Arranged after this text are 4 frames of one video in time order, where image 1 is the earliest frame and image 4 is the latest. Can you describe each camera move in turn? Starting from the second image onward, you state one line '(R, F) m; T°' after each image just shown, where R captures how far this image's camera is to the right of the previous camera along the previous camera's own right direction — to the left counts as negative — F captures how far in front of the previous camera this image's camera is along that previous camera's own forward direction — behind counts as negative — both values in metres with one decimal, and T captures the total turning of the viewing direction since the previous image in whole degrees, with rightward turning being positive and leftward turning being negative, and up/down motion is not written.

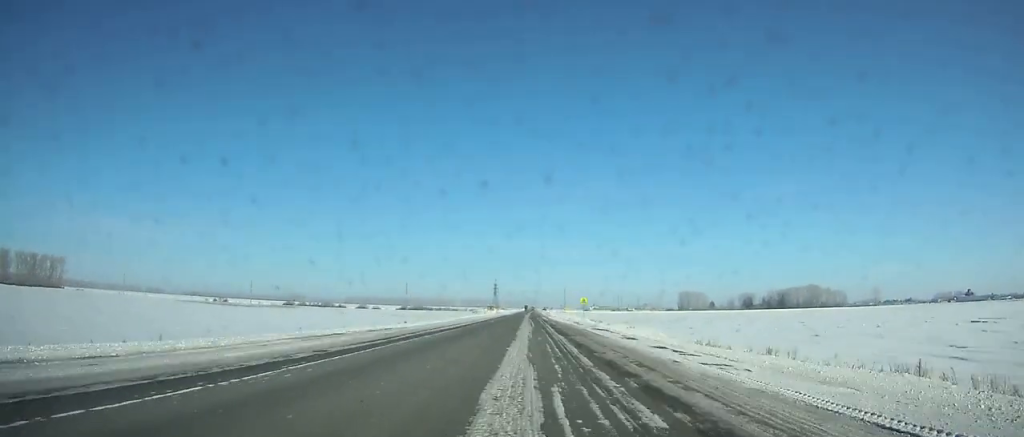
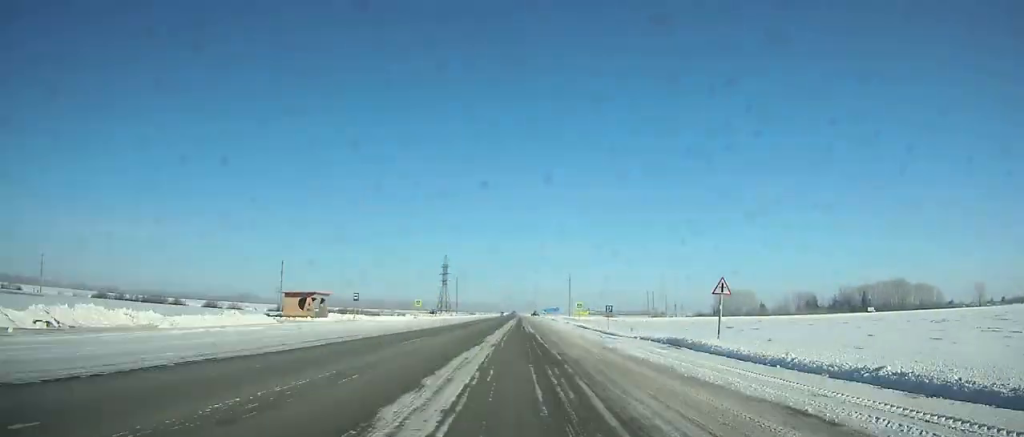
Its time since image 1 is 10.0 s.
(+0.6, +221.3) m; +1°
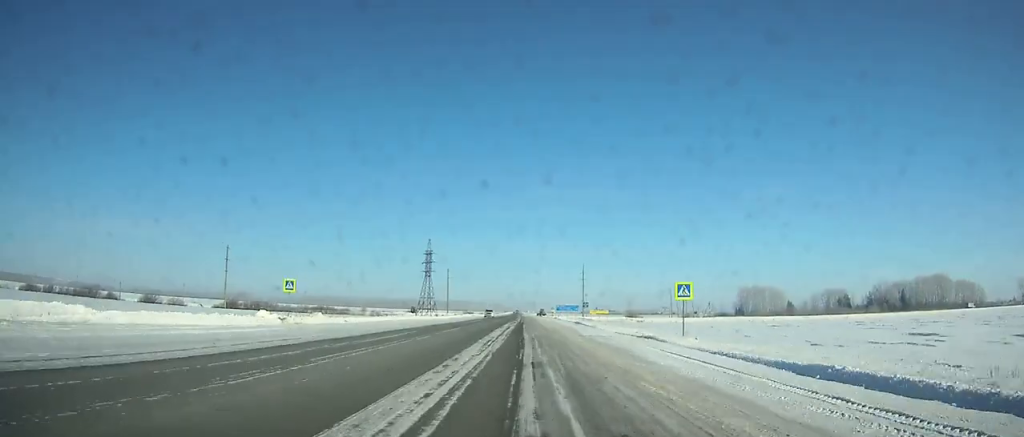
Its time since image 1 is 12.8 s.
(+0.3, +53.1) m; 0°
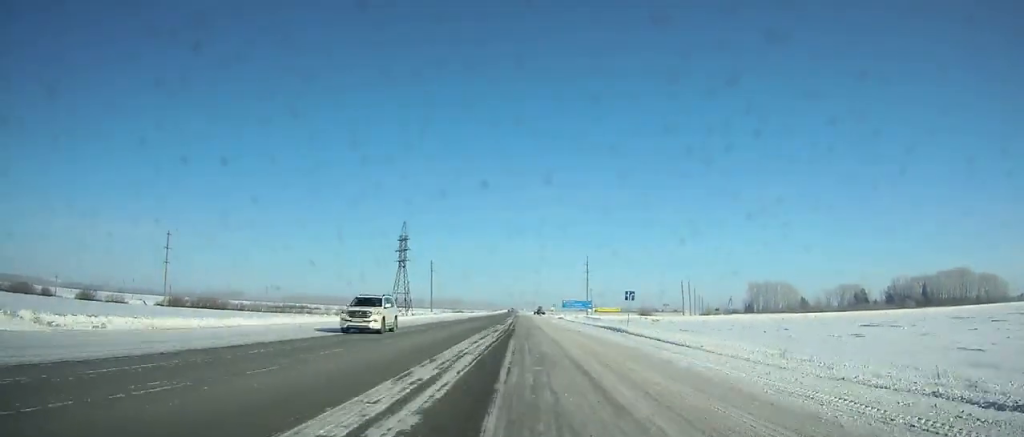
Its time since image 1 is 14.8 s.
(0.0, +35.6) m; 0°
